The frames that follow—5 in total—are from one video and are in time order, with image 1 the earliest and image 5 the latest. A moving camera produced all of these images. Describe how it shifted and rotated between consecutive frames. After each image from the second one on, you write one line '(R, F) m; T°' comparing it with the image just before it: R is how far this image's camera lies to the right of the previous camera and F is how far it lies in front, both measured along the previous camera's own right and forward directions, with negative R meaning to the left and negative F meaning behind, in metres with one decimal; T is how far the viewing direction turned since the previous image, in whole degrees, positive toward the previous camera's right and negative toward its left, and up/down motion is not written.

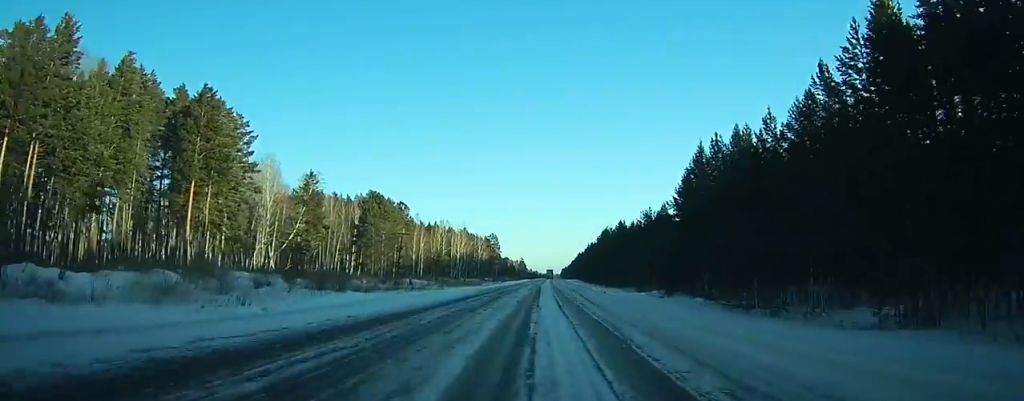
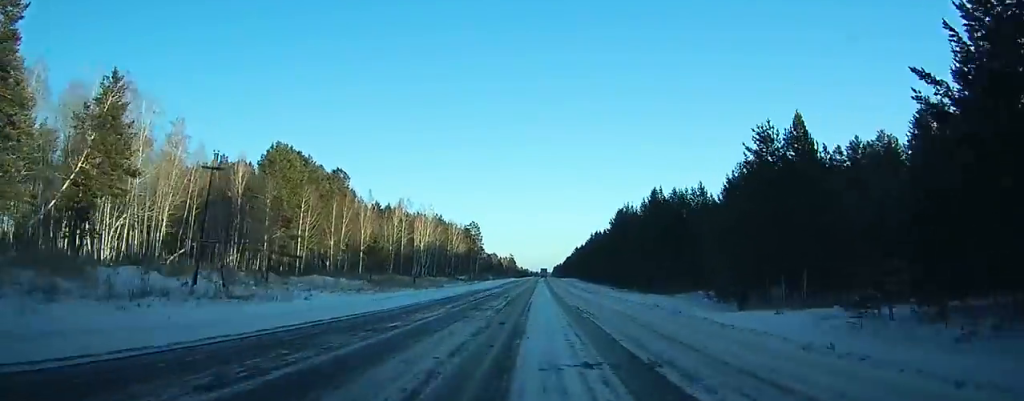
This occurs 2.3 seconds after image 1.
(+0.3, +51.3) m; 0°
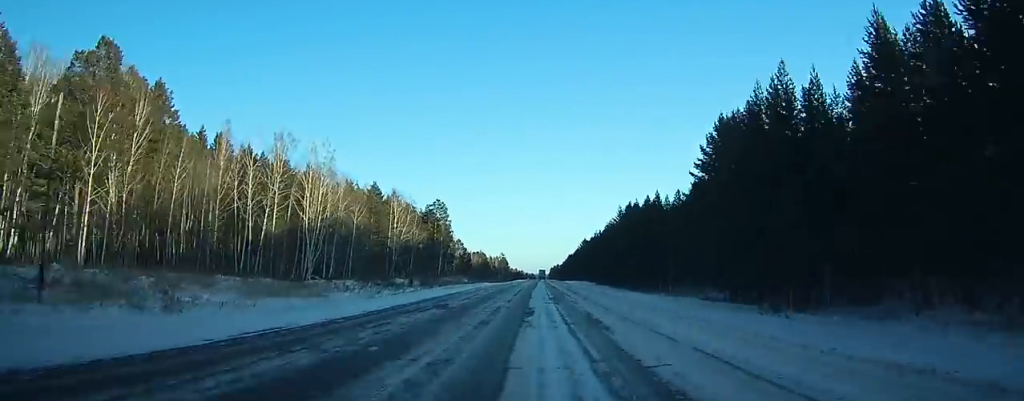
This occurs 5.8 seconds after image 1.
(-0.1, +76.8) m; +1°
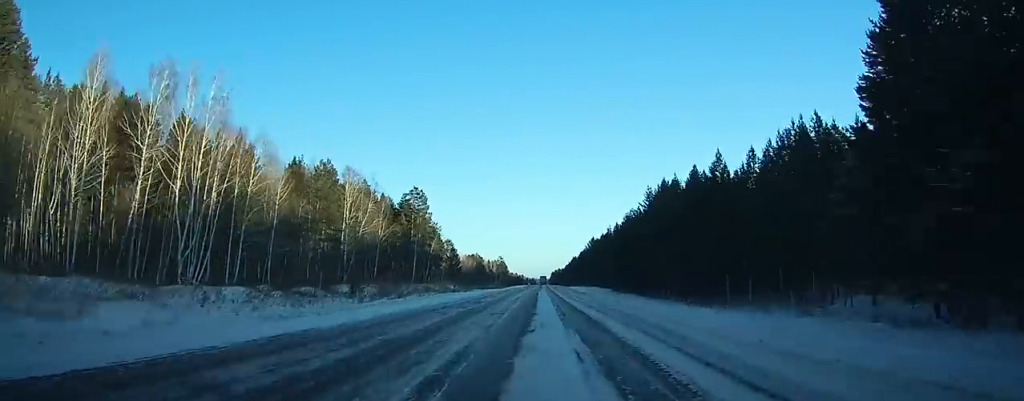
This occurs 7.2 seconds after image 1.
(+0.7, +31.3) m; 0°
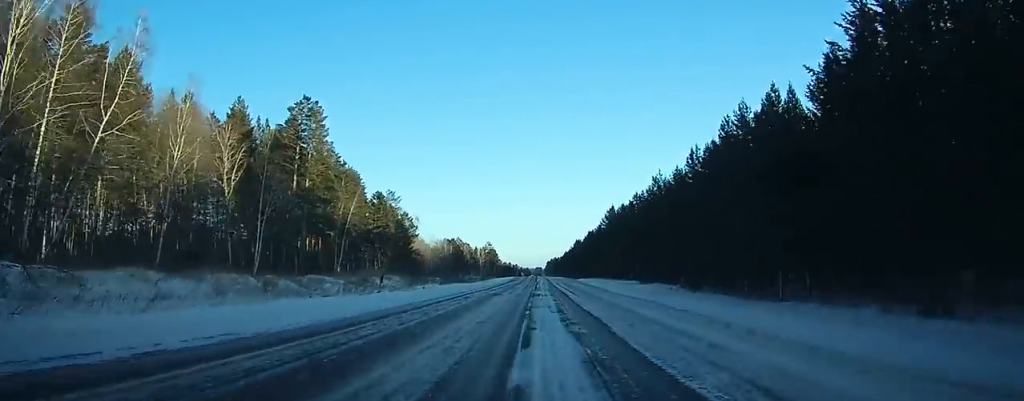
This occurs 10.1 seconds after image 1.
(-0.9, +64.7) m; -1°
